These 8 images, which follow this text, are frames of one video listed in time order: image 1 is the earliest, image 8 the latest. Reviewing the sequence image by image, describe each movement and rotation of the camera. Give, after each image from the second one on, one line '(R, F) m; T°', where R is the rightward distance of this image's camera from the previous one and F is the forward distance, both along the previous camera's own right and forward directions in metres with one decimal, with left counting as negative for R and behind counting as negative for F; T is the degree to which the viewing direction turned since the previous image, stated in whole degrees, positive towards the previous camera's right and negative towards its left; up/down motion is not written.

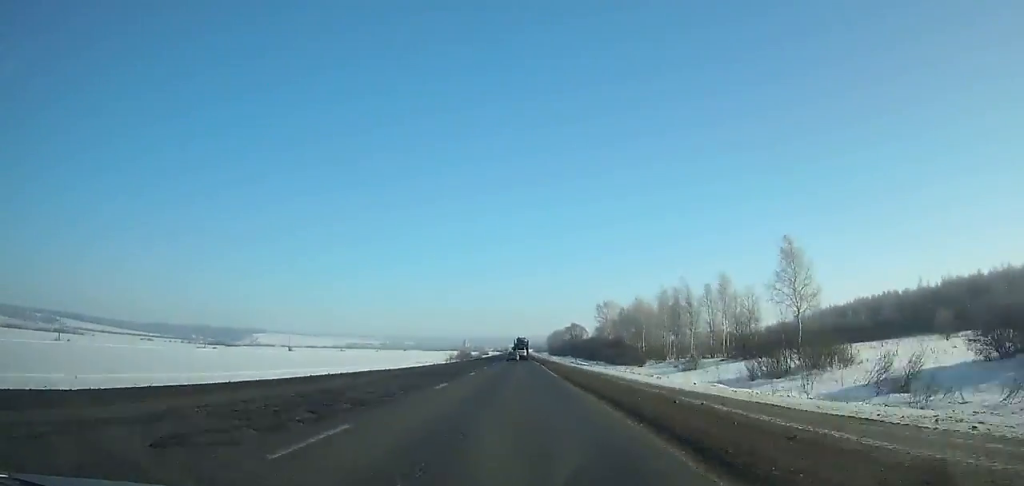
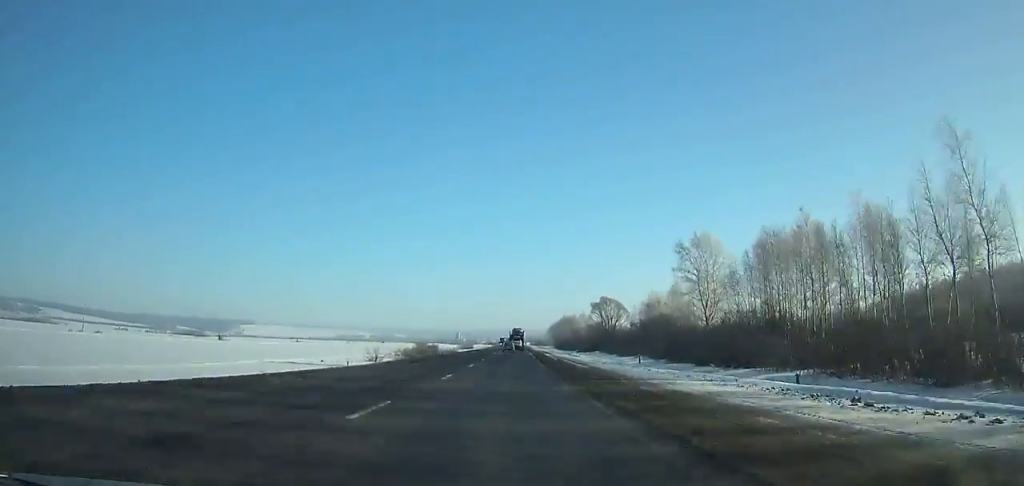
(0.0, +81.0) m; 0°
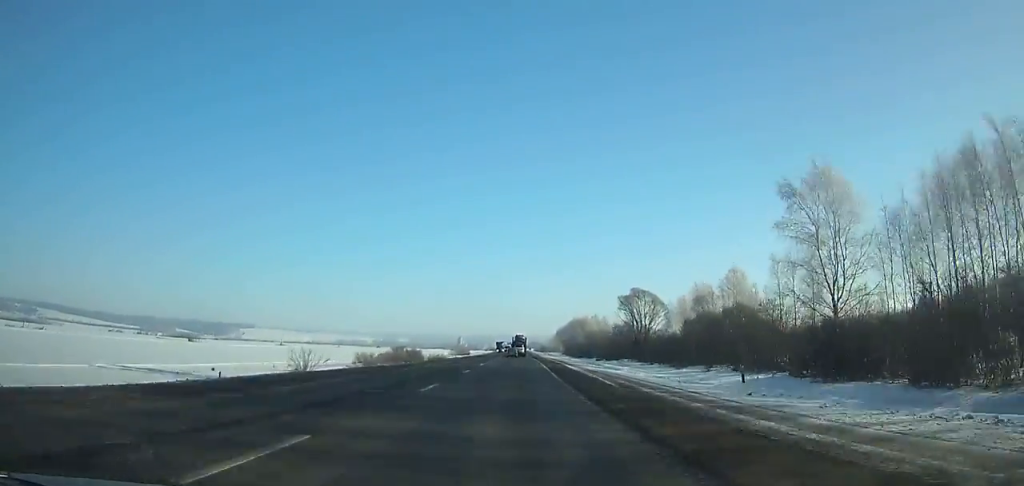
(0.0, +29.1) m; 0°
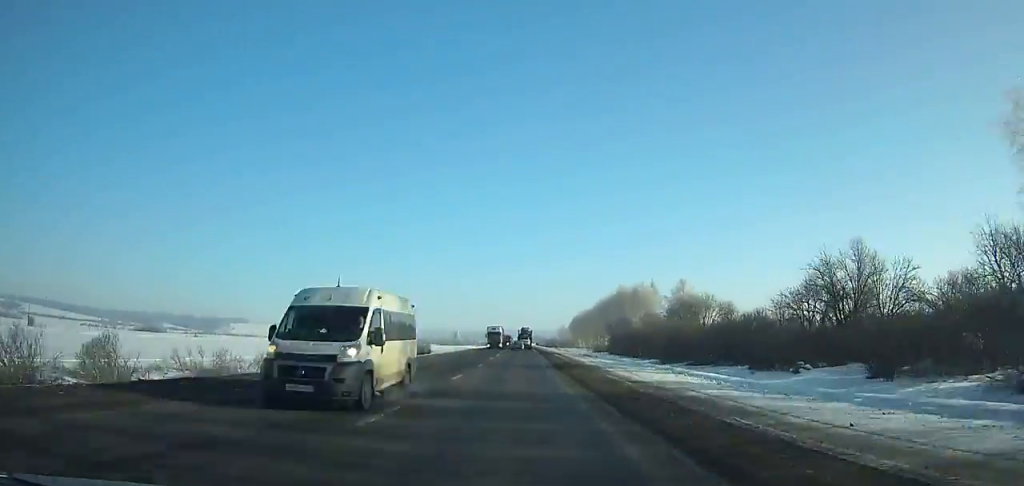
(+0.2, +91.5) m; 0°
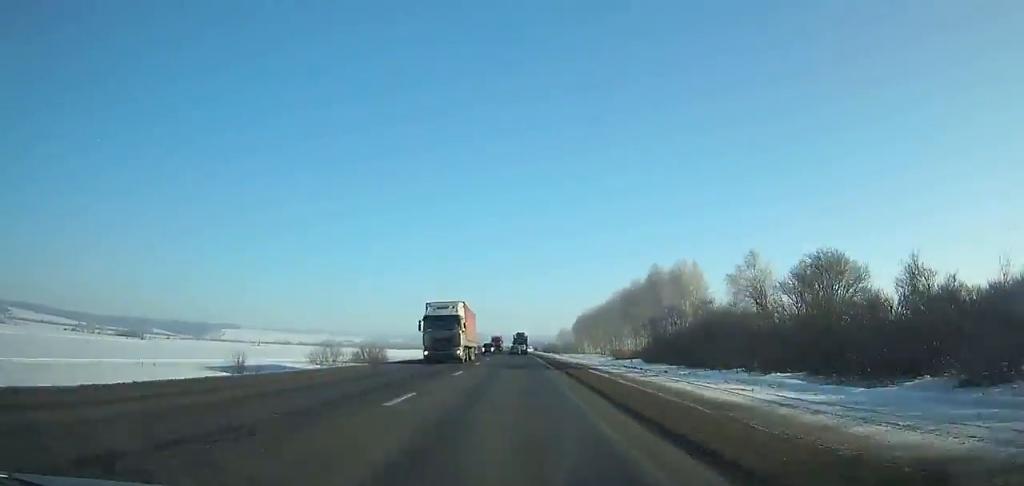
(+0.1, +33.4) m; 0°
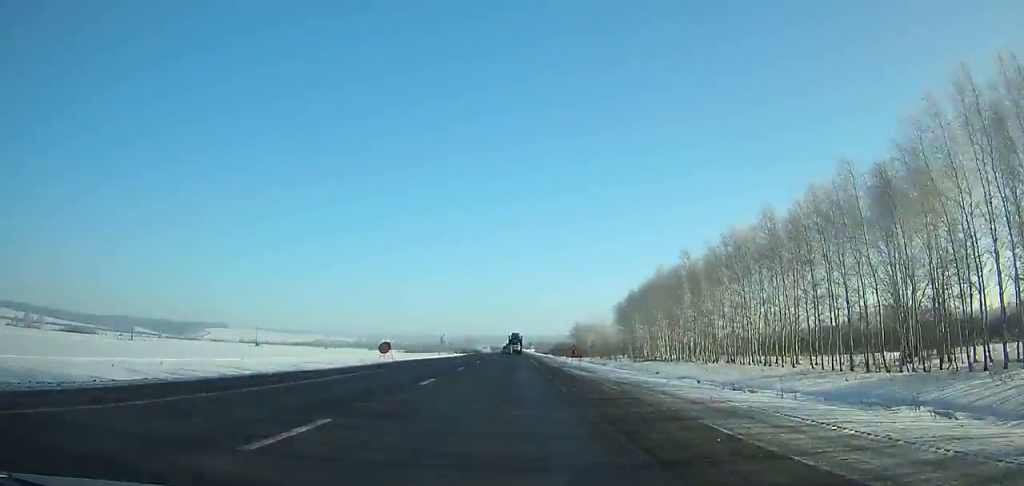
(-0.3, +100.5) m; 0°
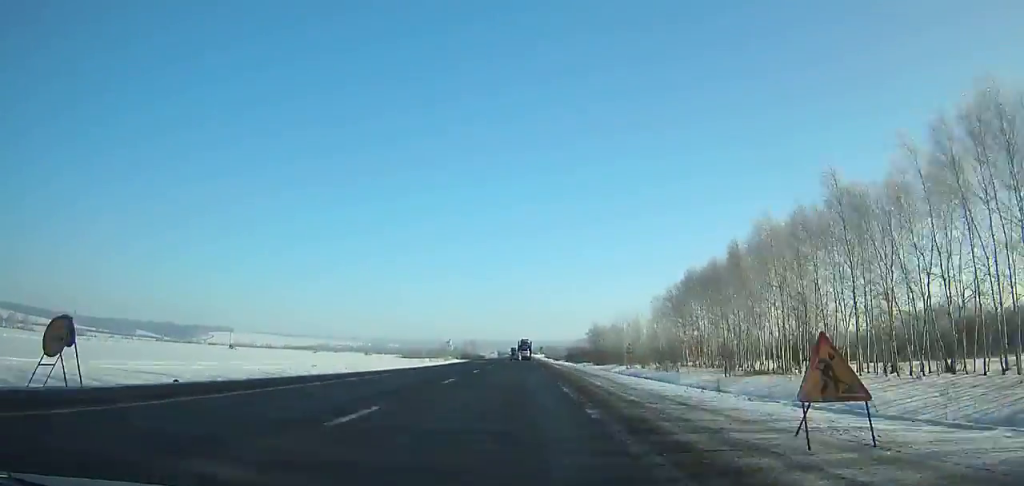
(+0.1, +33.5) m; 0°
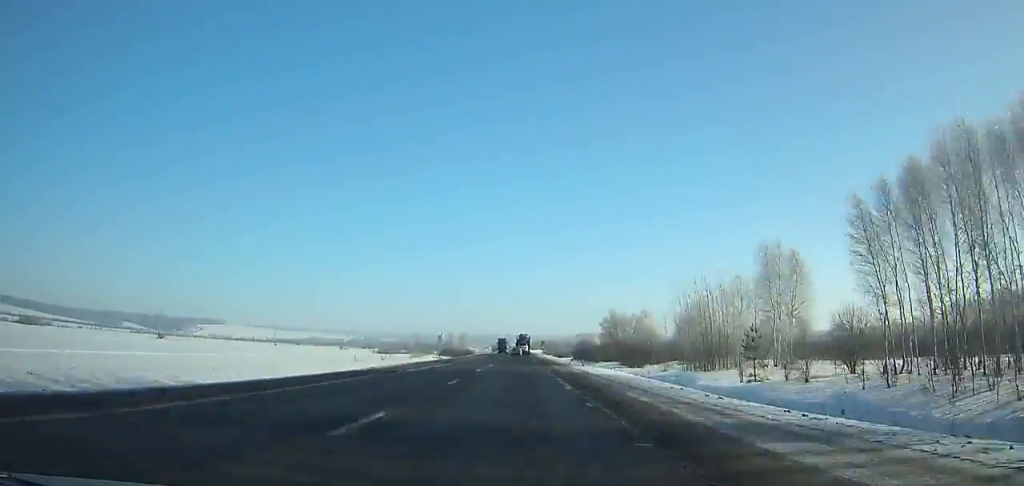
(-0.2, +49.1) m; 0°
